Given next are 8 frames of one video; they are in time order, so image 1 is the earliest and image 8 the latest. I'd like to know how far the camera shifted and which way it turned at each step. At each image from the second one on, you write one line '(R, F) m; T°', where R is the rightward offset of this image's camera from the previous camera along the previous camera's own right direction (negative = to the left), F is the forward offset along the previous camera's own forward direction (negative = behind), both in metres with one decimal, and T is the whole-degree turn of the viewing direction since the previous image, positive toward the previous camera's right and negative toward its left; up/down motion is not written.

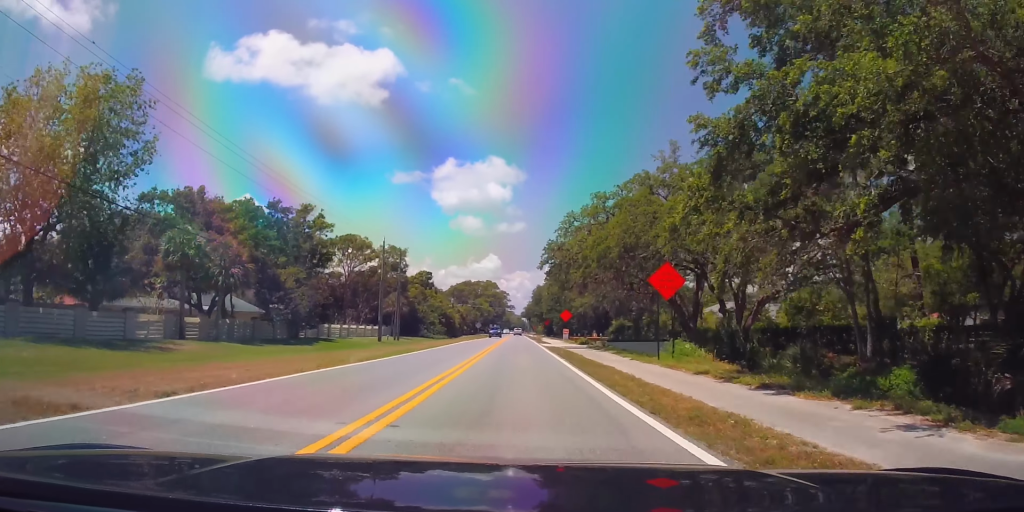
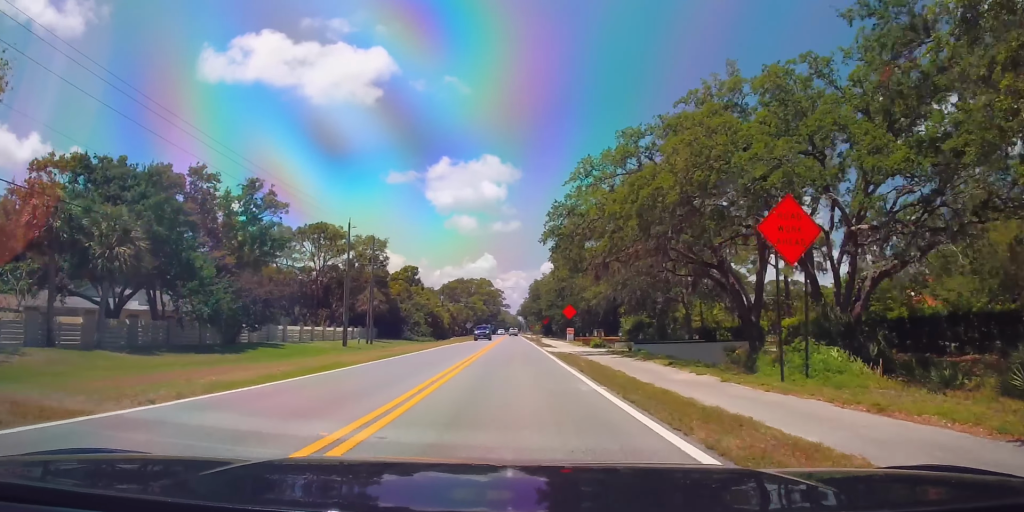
(+0.1, +13.4) m; 0°
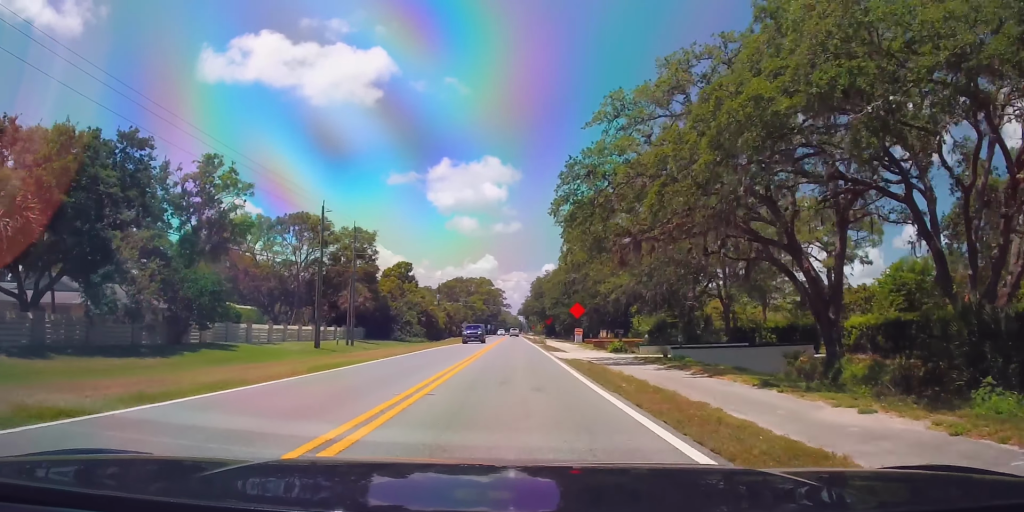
(+0.3, +8.8) m; 0°
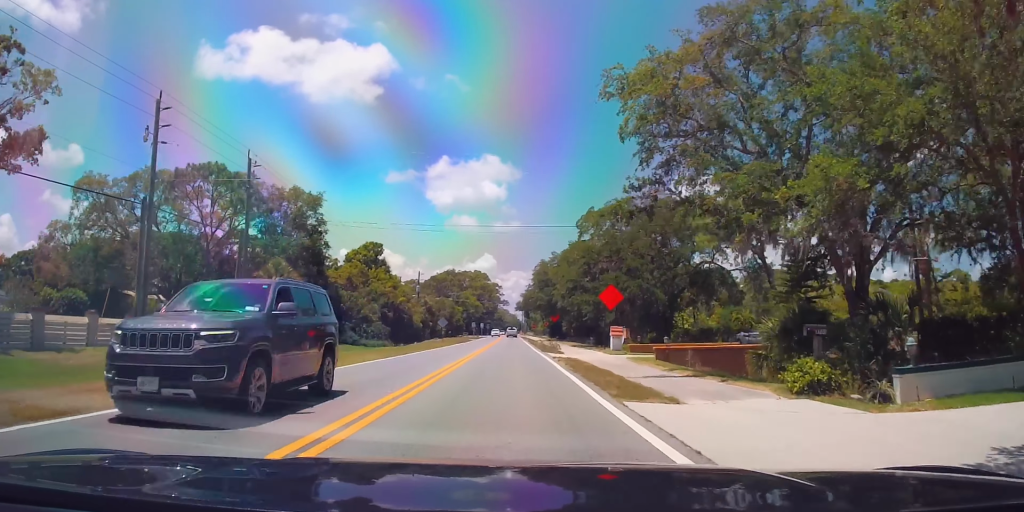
(-0.2, +25.7) m; 0°
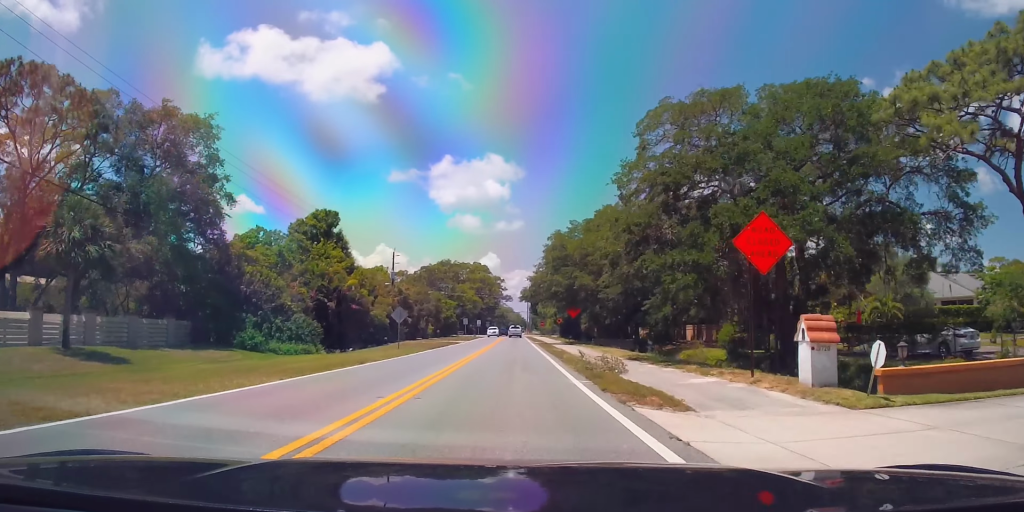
(-0.2, +26.6) m; 0°
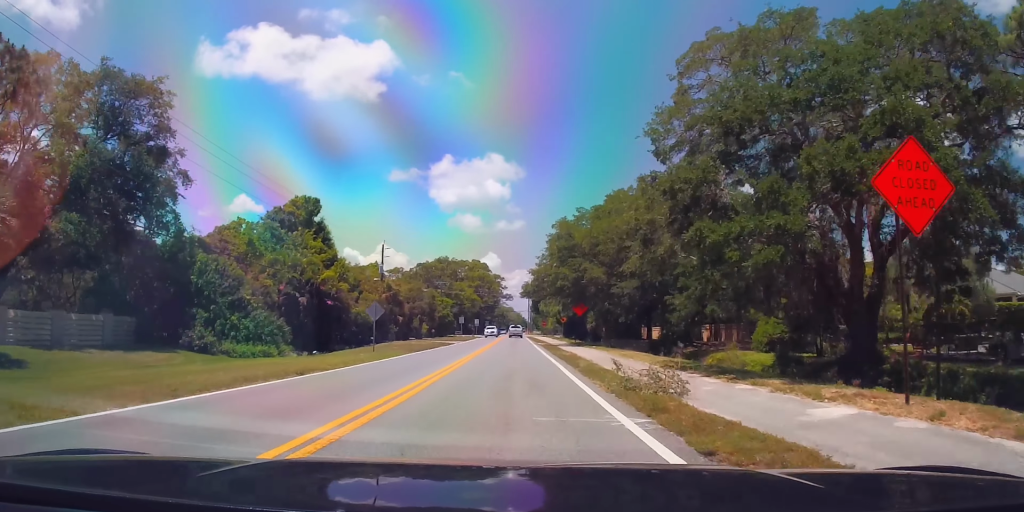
(+0.3, +7.1) m; 0°
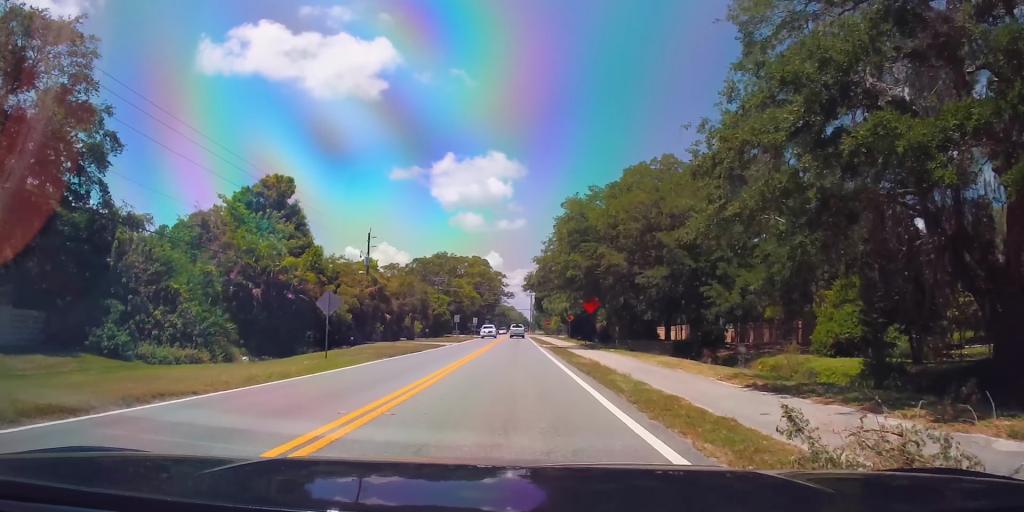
(-0.1, +8.4) m; 0°
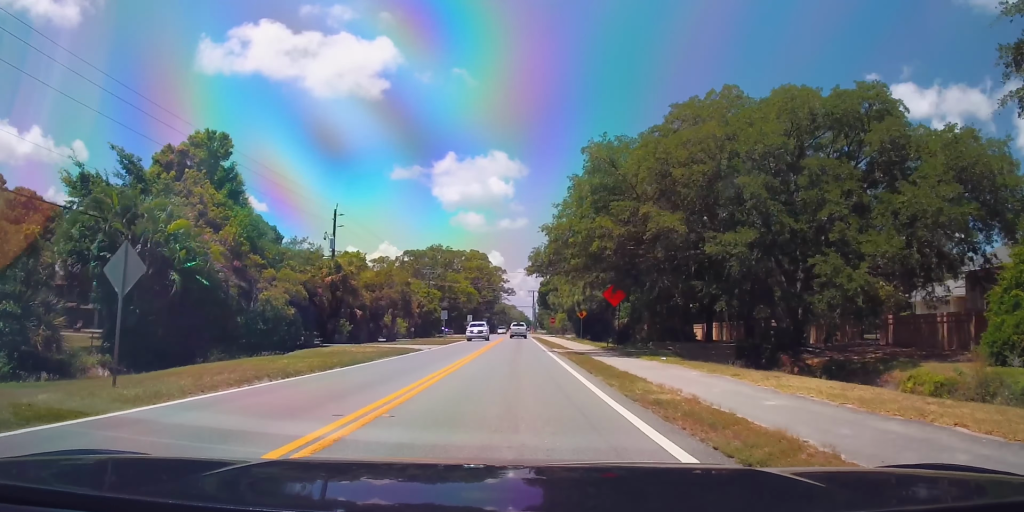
(-0.2, +13.6) m; +1°
